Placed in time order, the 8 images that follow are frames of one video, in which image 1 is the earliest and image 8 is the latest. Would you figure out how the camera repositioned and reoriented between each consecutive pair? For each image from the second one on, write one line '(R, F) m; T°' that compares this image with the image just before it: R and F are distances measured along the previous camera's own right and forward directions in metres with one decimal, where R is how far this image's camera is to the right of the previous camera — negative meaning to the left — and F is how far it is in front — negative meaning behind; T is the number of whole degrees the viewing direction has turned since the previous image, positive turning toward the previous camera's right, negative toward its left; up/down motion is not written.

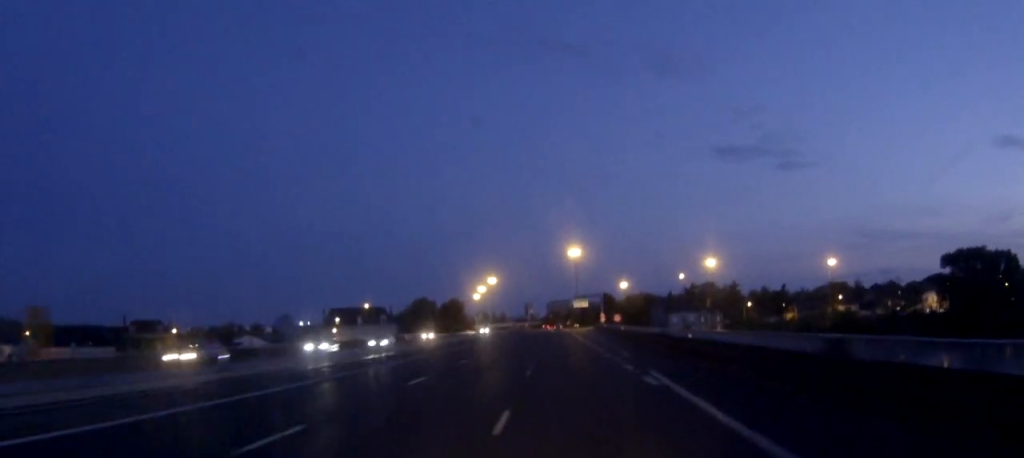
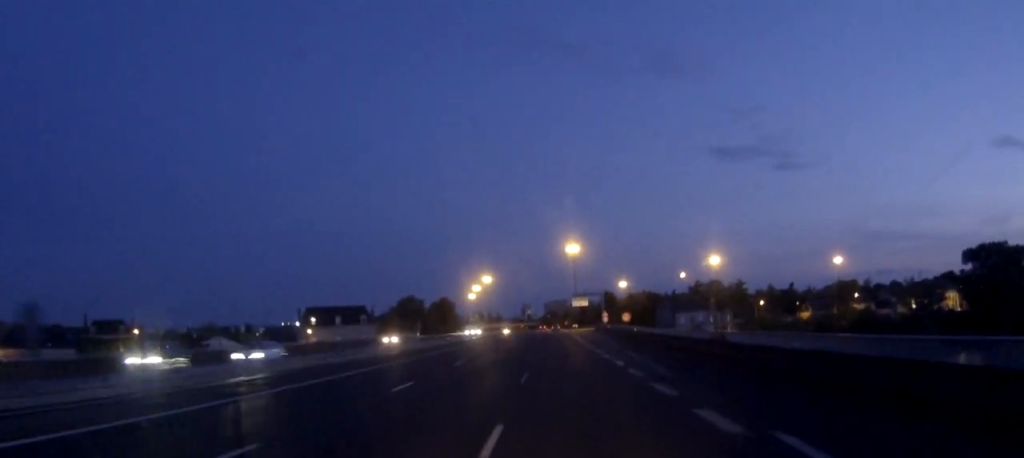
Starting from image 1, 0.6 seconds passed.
(0.0, +18.8) m; 0°
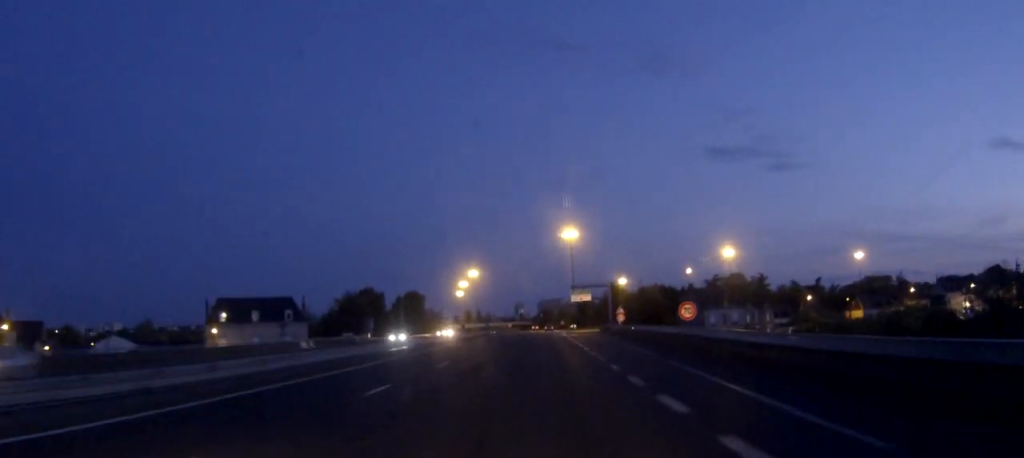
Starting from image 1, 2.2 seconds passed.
(+0.1, +46.0) m; 0°
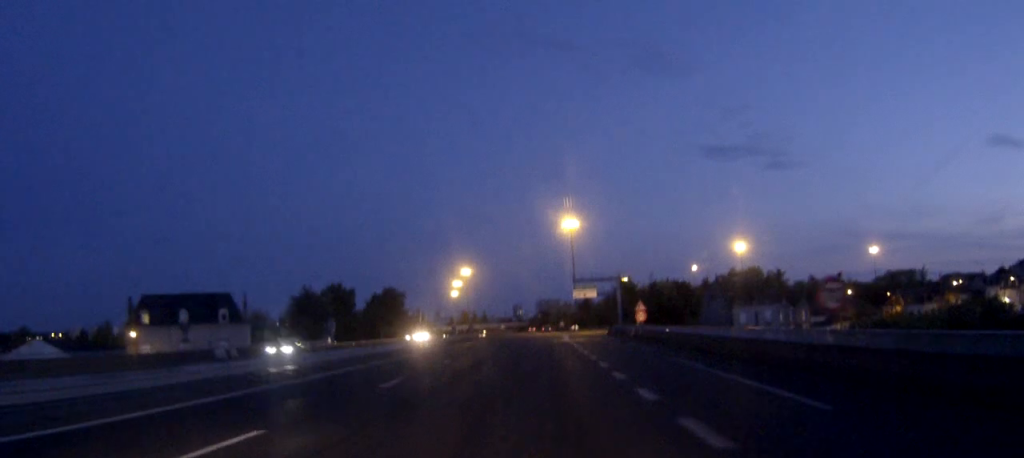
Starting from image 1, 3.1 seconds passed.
(0.0, +24.4) m; 0°
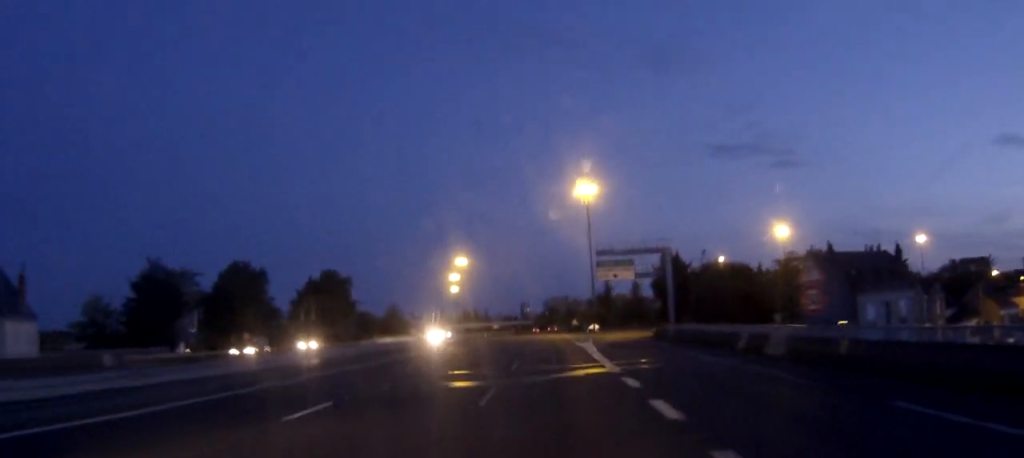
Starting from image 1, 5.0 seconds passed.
(-0.2, +48.4) m; 0°
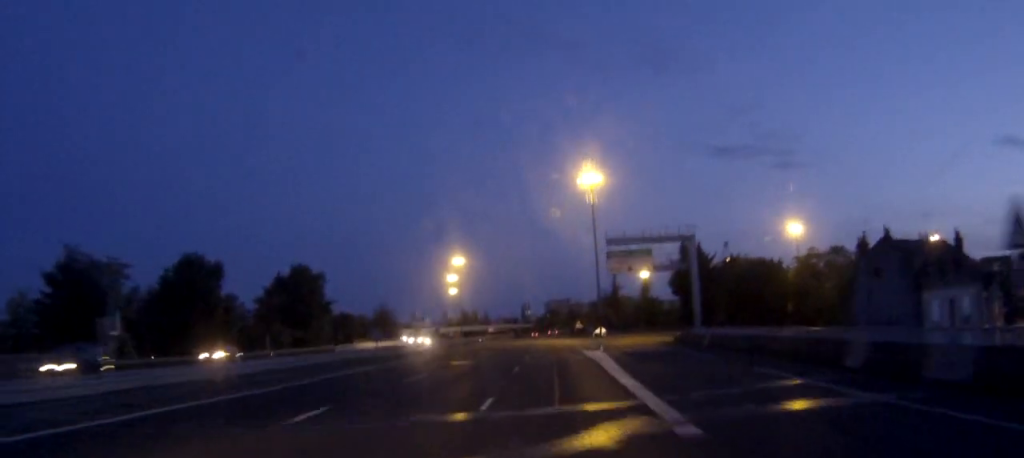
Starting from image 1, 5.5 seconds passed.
(0.0, +13.5) m; 0°
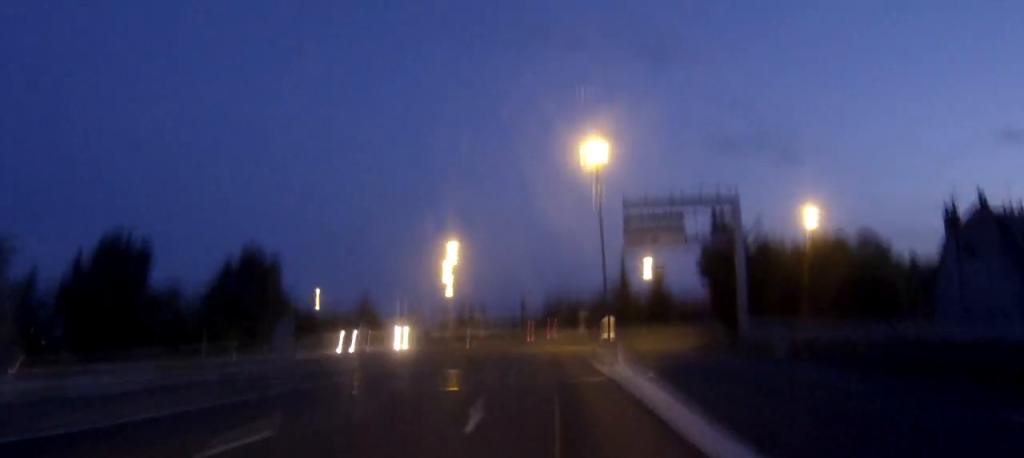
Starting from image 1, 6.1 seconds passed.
(0.0, +15.9) m; 0°
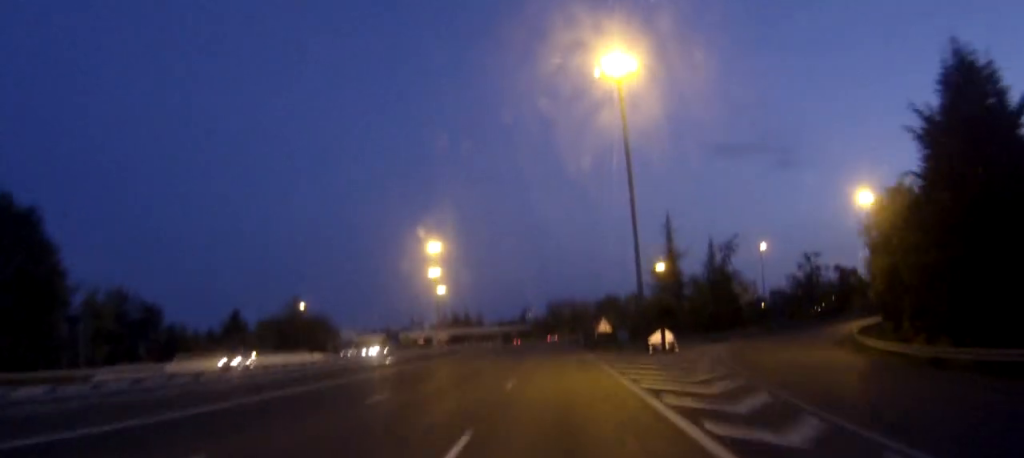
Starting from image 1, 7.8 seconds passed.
(+0.1, +42.3) m; 0°
